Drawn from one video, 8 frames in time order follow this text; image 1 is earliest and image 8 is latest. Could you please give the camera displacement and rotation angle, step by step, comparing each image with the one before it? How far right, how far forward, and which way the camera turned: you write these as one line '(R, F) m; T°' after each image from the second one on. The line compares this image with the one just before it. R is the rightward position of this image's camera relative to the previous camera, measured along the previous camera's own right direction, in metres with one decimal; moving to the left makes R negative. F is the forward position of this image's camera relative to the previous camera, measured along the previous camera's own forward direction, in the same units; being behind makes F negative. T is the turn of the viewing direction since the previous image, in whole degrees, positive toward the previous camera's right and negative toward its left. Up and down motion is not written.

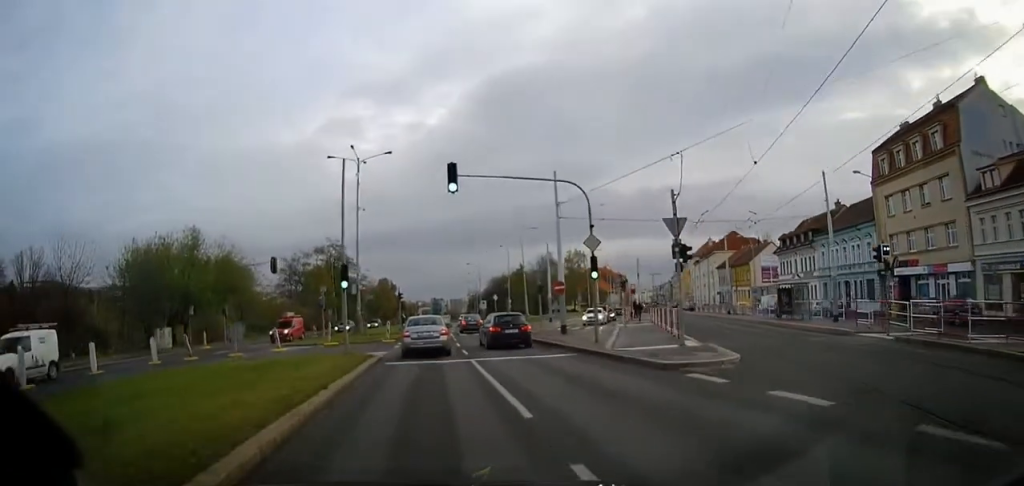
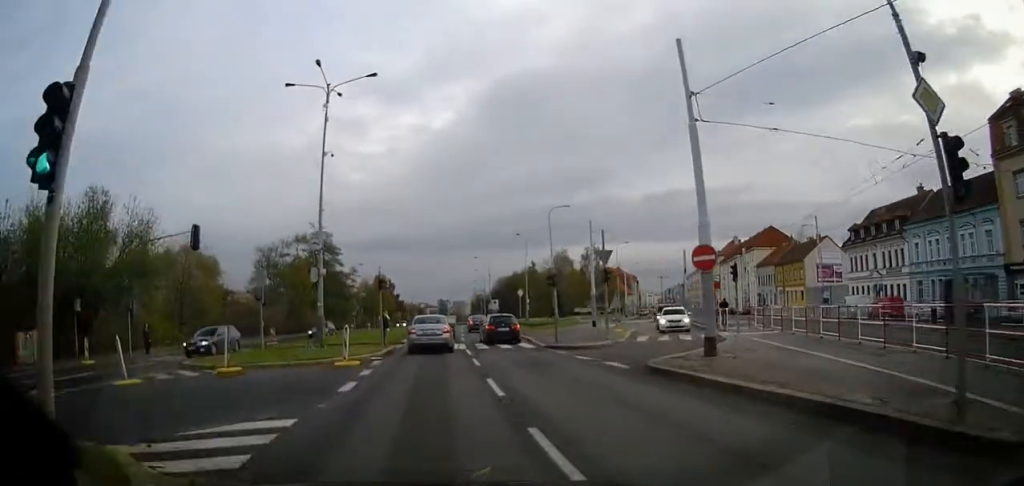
(-0.1, +16.8) m; 0°
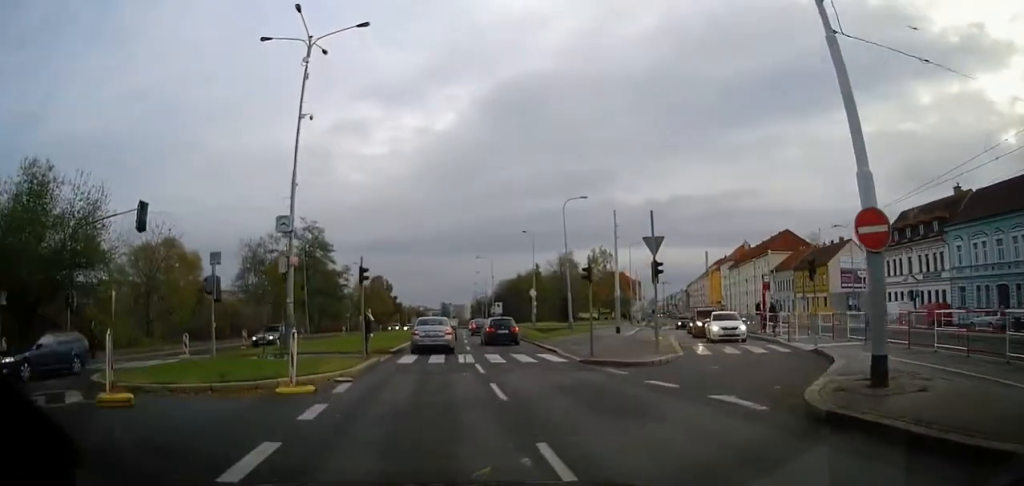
(0.0, +6.5) m; 0°
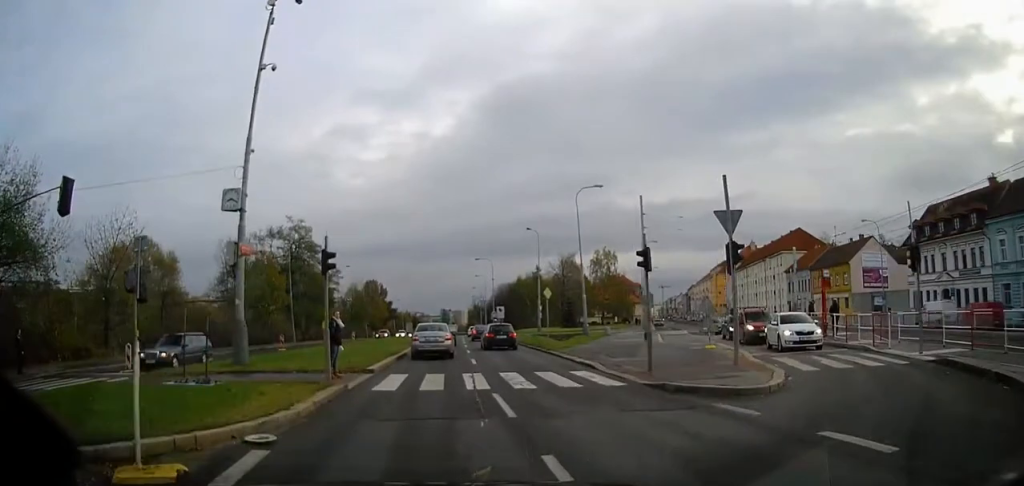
(0.0, +6.3) m; 0°
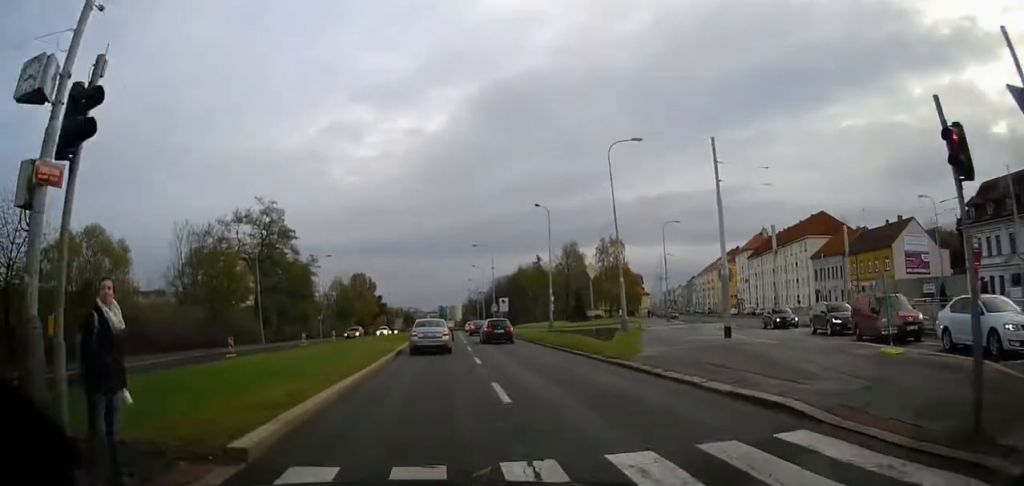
(0.0, +11.0) m; 0°
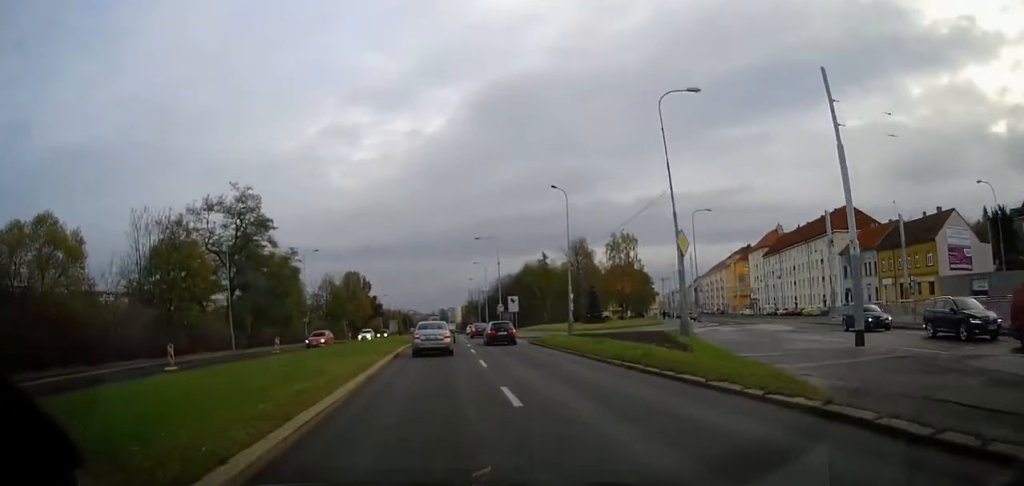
(0.0, +9.0) m; 0°
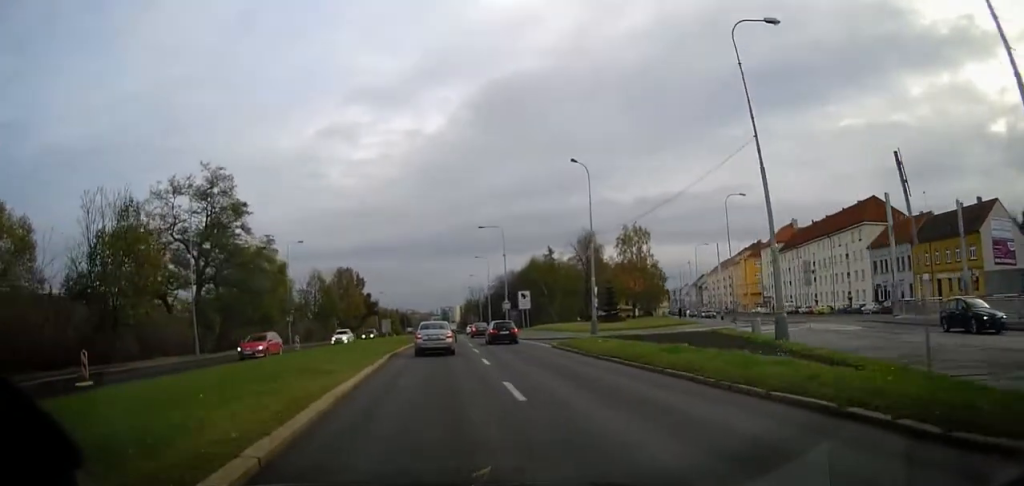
(0.0, +8.0) m; 0°
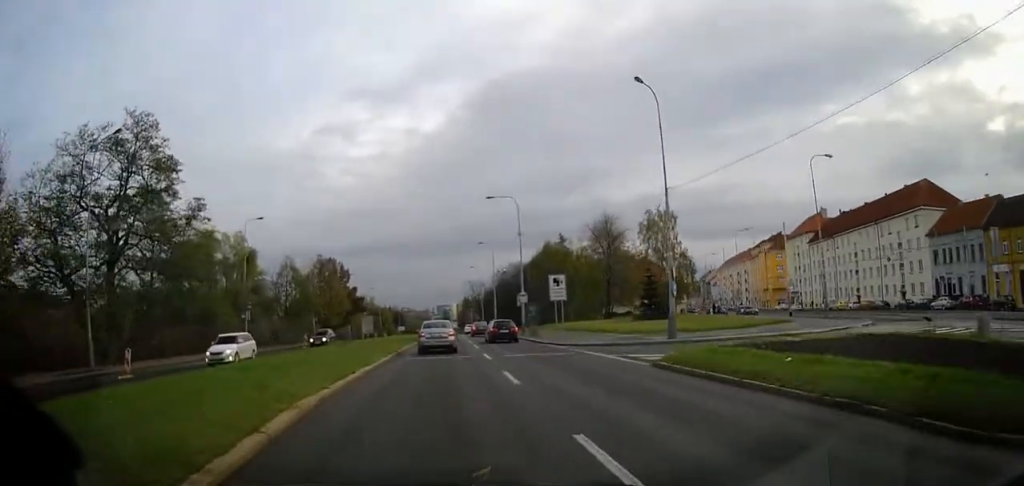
(0.0, +15.0) m; 0°
